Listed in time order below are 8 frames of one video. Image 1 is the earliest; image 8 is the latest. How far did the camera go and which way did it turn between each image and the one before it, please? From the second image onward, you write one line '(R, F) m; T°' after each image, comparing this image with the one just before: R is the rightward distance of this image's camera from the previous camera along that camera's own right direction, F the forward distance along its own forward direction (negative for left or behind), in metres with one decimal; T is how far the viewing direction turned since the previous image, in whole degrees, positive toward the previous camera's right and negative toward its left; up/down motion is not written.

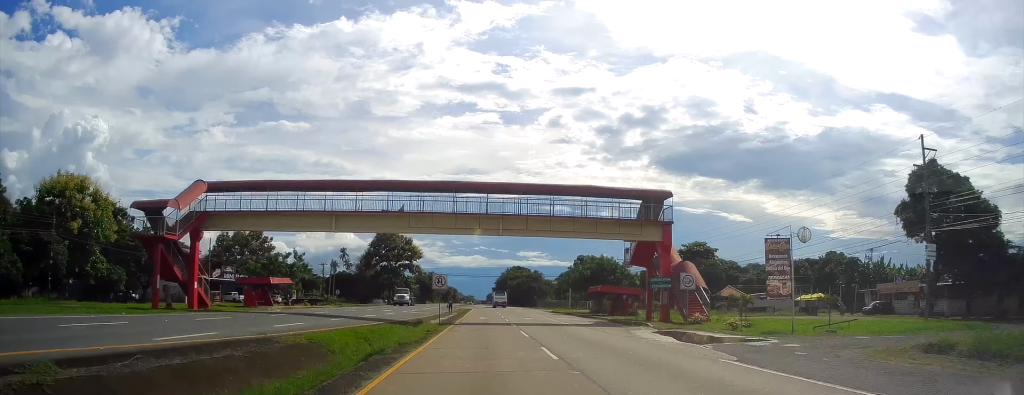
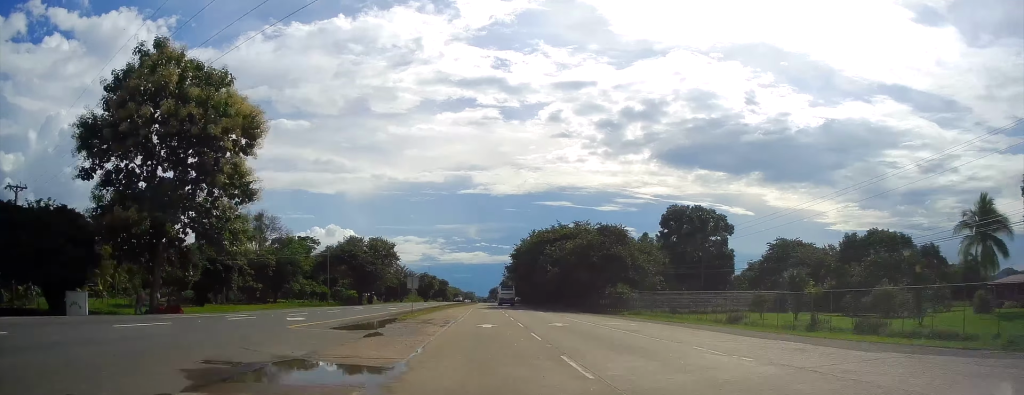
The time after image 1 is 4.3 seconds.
(+0.5, +105.7) m; 0°
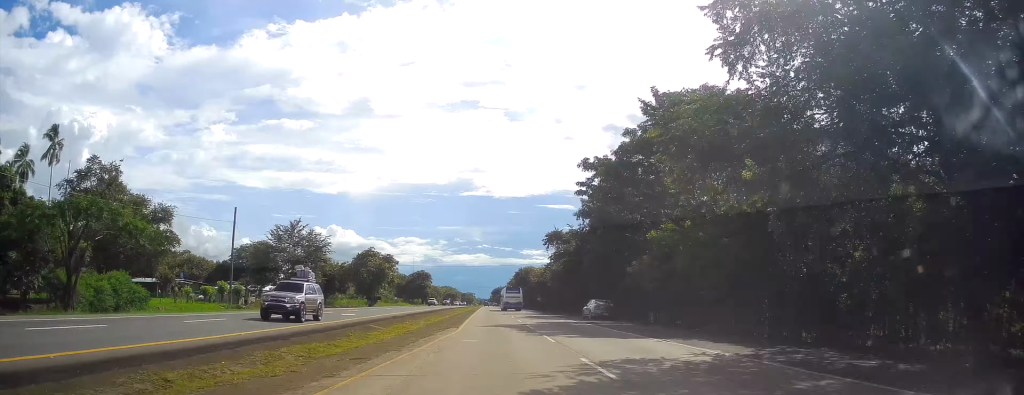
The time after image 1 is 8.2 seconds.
(-0.2, +93.4) m; 0°
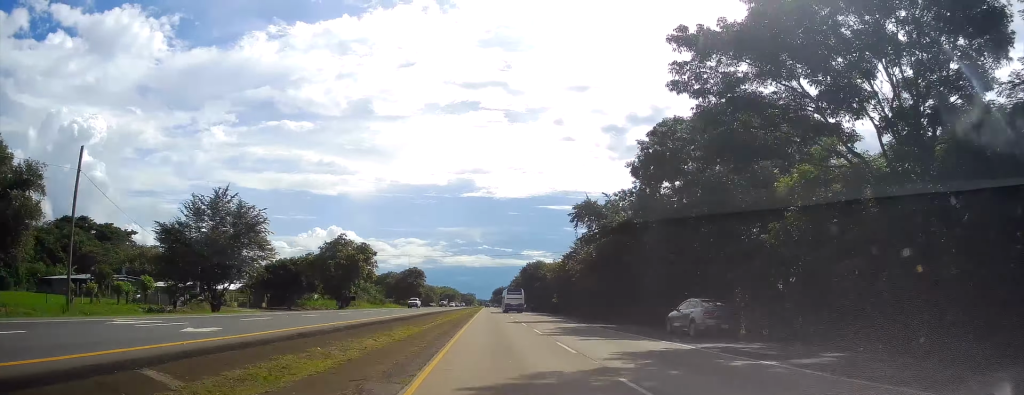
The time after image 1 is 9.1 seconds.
(+0.1, +21.2) m; 0°
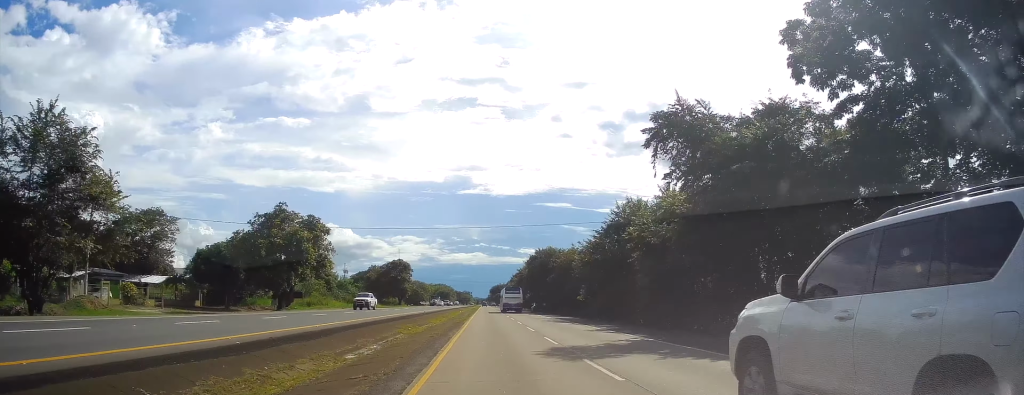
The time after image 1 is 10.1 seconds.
(0.0, +22.8) m; 0°
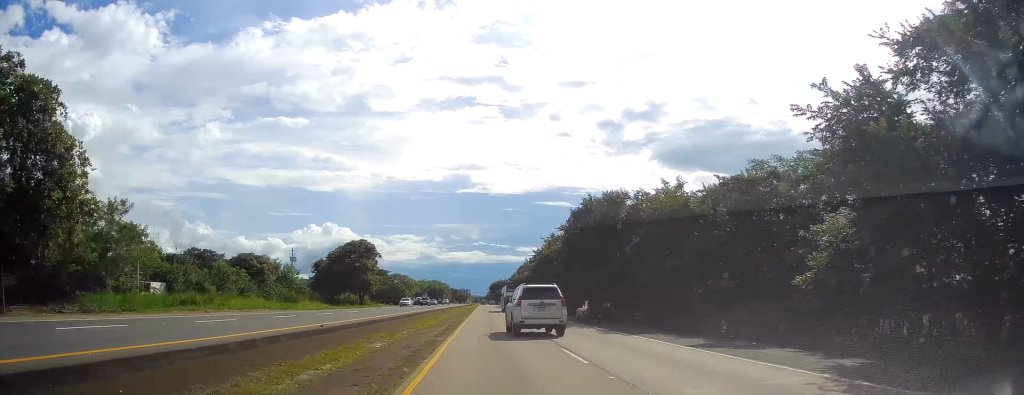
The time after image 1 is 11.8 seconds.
(-0.1, +39.4) m; 0°
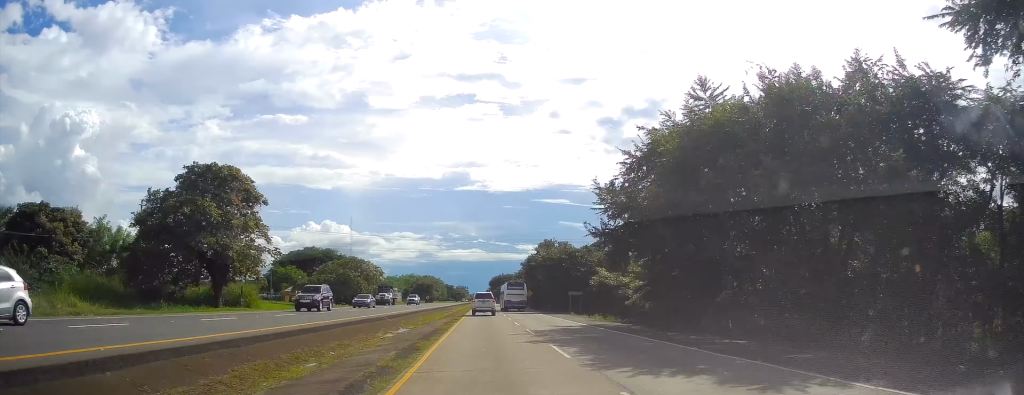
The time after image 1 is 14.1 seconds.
(+0.2, +50.4) m; +1°
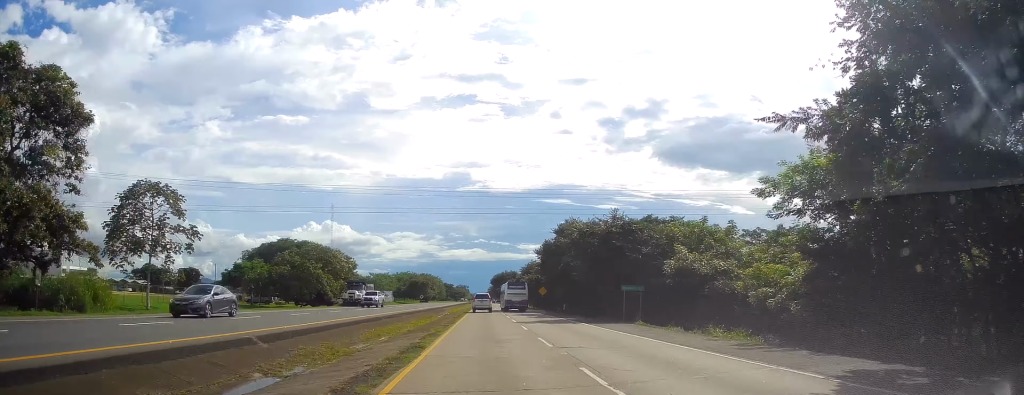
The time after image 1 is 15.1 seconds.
(+0.2, +22.3) m; 0°
